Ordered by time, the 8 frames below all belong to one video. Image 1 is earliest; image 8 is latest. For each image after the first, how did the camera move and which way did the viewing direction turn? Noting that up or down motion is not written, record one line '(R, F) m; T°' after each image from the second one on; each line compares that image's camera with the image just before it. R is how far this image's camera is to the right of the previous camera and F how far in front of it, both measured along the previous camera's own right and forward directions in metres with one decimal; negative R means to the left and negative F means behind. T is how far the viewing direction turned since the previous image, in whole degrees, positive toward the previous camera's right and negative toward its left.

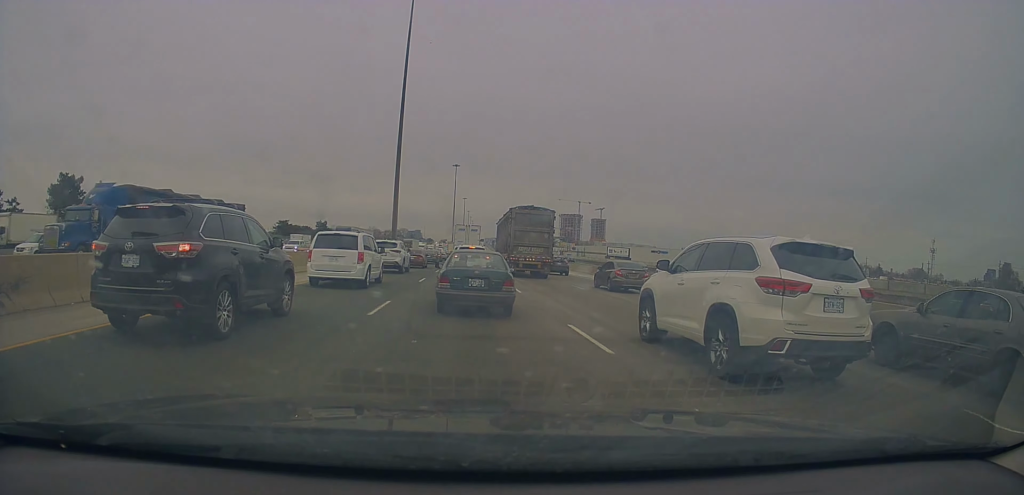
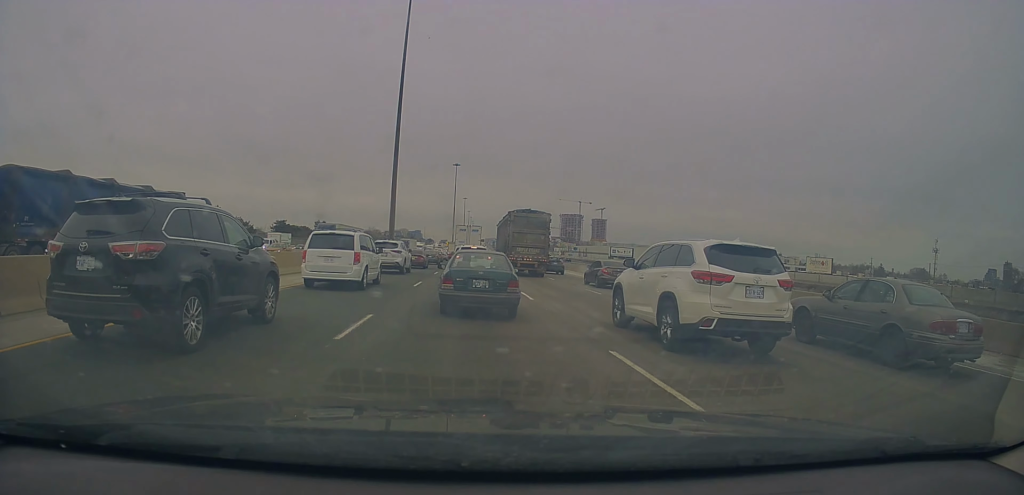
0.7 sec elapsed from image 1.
(+0.1, +3.3) m; 0°
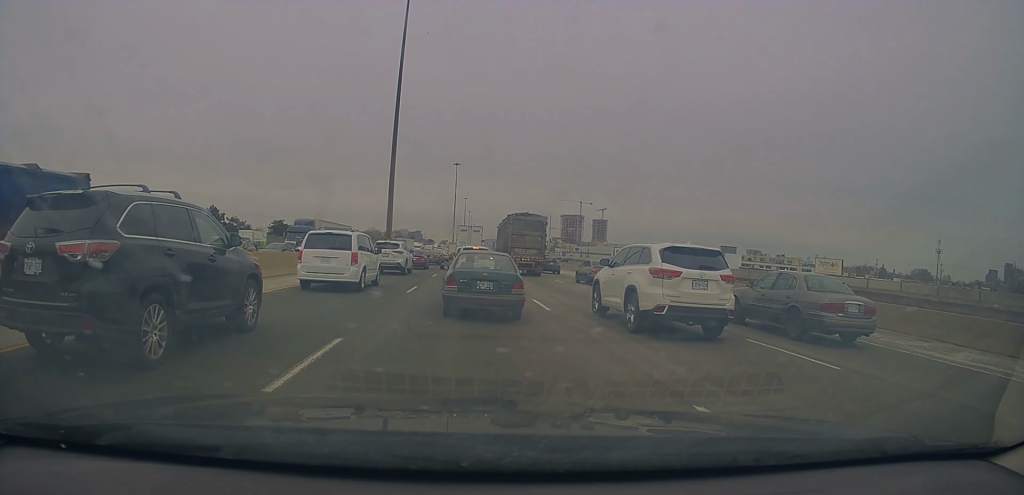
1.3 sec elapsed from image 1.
(+0.1, +2.9) m; -2°
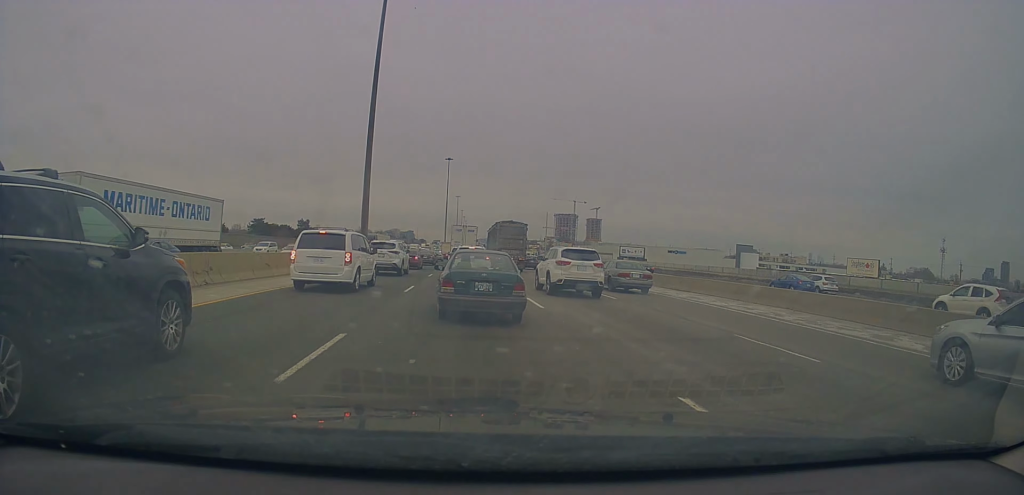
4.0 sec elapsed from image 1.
(-0.3, +10.5) m; +2°
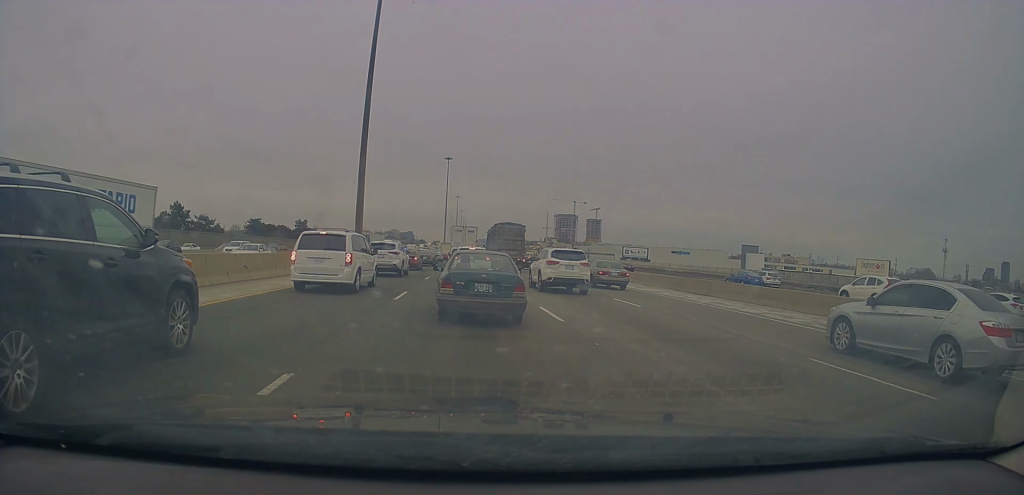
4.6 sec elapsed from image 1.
(0.0, +2.3) m; +1°
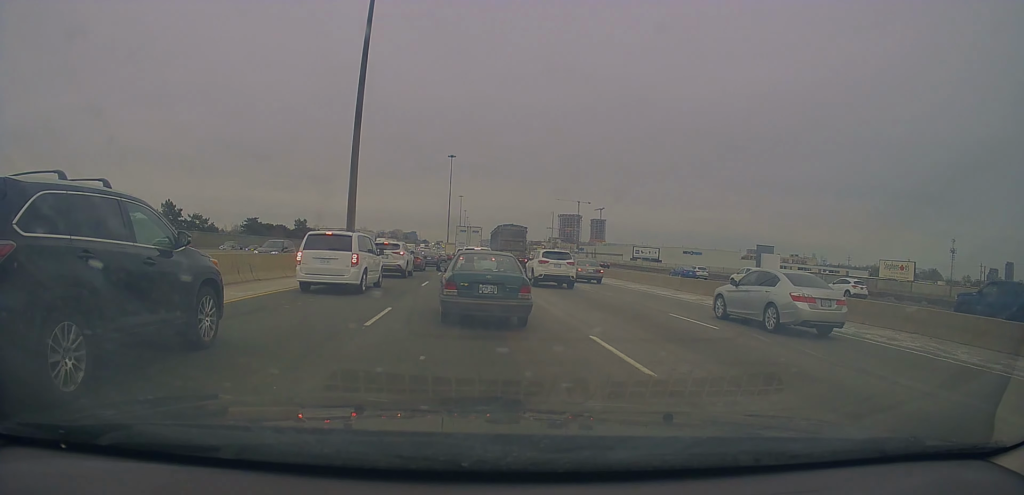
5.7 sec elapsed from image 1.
(0.0, +4.5) m; 0°
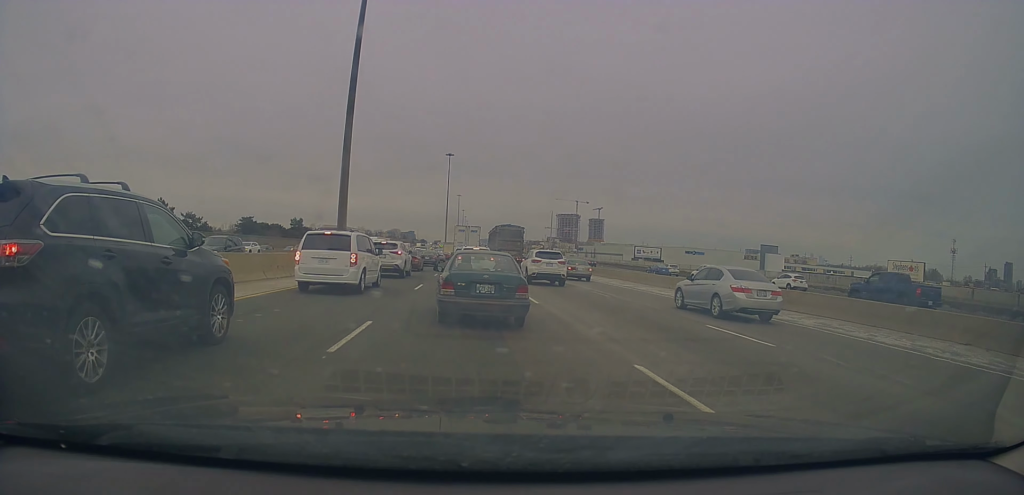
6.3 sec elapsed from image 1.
(0.0, +2.3) m; 0°
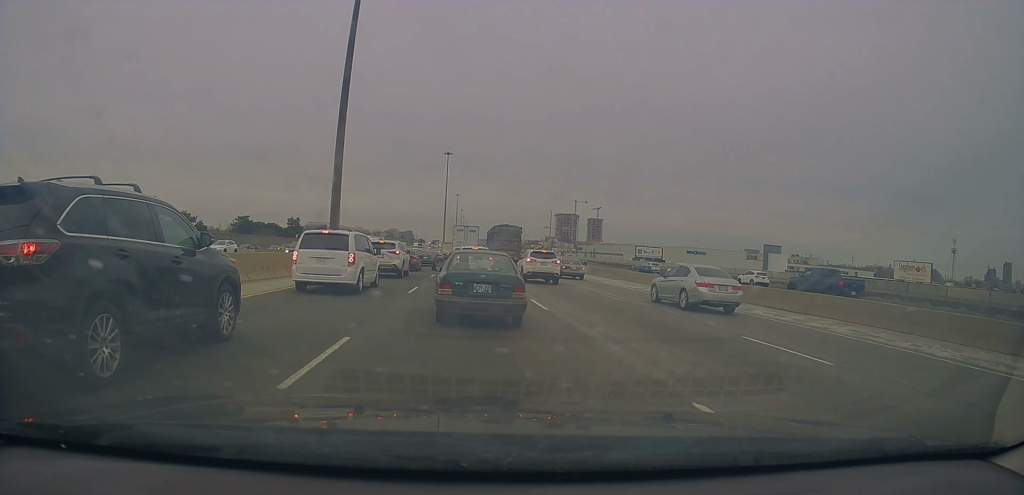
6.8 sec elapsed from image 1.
(0.0, +2.0) m; -2°
